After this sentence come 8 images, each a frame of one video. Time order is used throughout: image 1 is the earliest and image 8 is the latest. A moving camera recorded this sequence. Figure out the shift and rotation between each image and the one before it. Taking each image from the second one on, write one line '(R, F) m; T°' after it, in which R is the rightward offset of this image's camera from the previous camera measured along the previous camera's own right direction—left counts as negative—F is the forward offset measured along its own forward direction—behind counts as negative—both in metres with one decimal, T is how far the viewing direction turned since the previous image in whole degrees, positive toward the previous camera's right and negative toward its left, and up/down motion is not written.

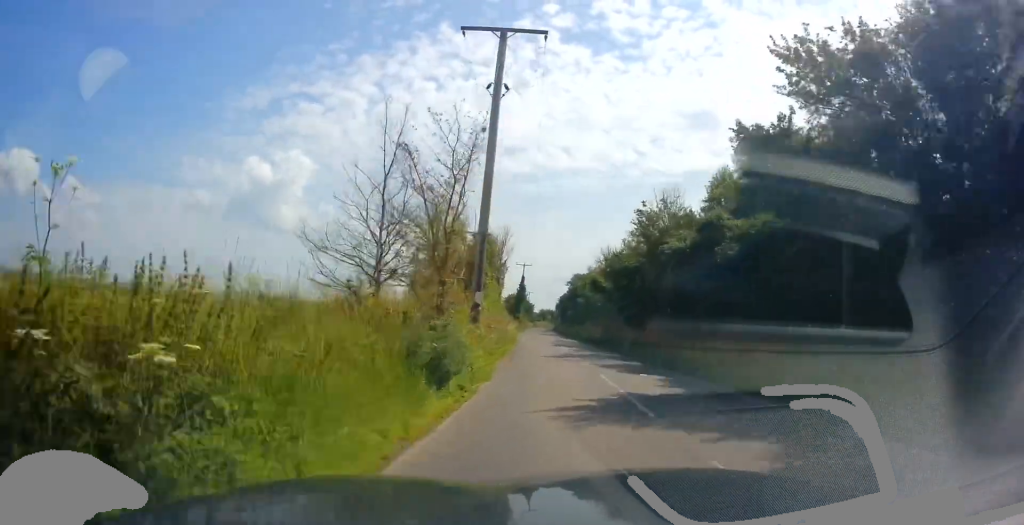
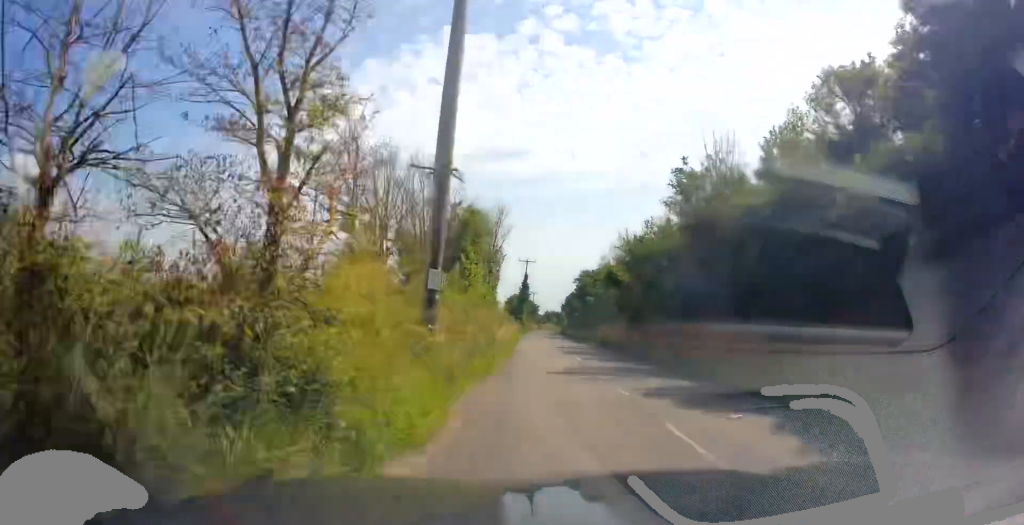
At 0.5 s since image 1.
(+0.2, +6.7) m; +1°
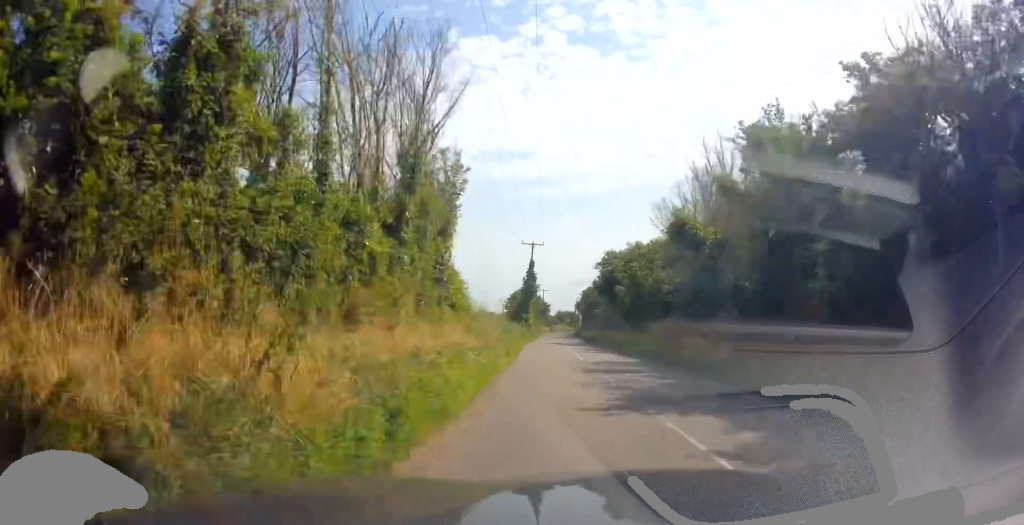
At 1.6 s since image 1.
(+0.4, +16.4) m; 0°
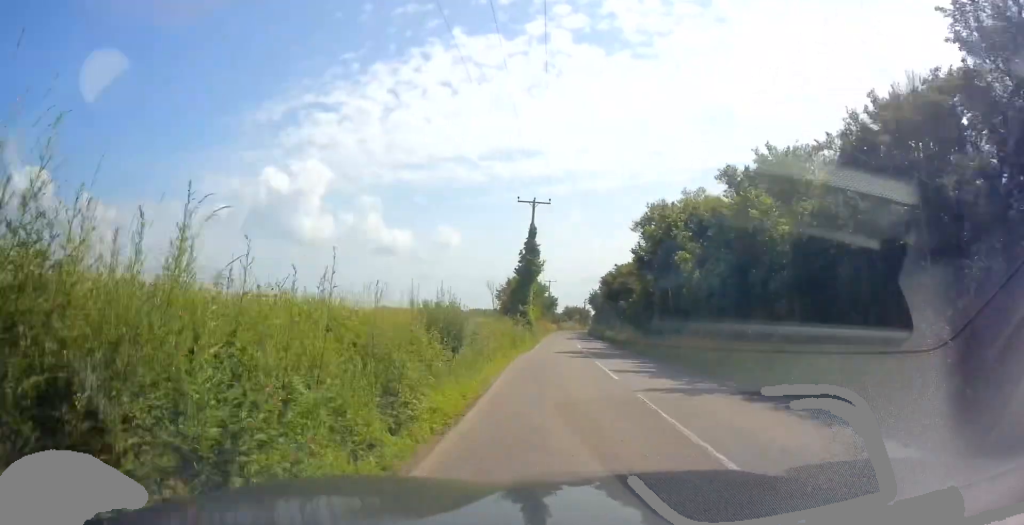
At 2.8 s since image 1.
(-0.5, +17.0) m; -1°
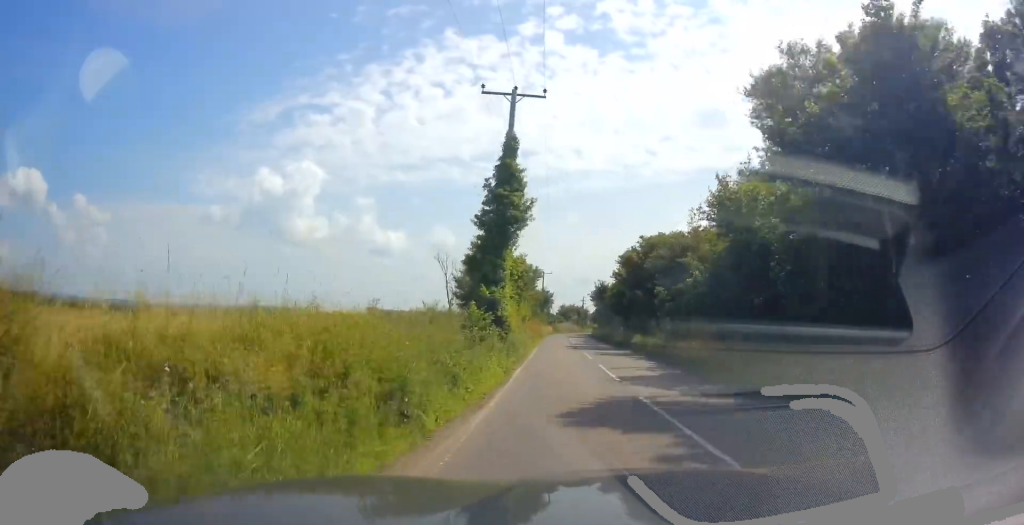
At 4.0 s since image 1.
(+0.3, +17.6) m; 0°
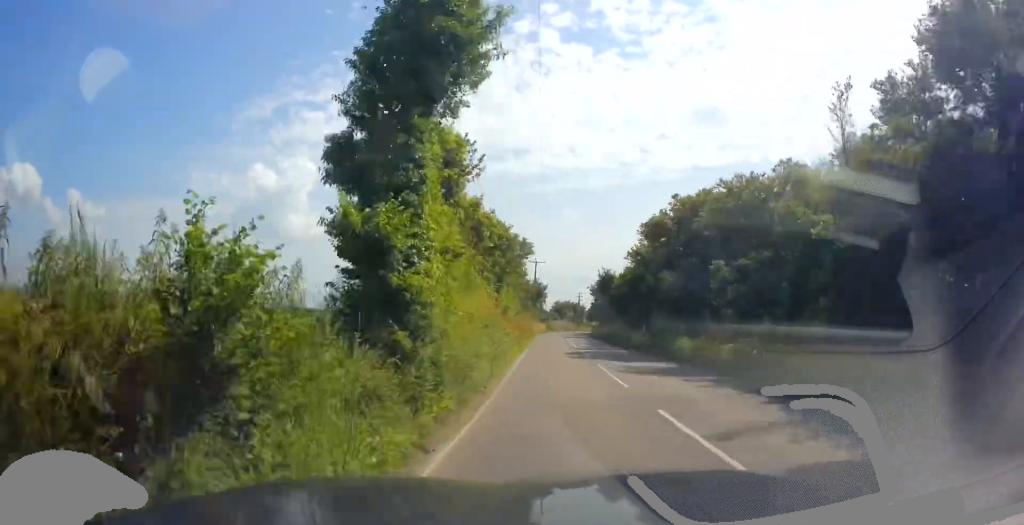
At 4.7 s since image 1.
(-0.3, +11.2) m; 0°
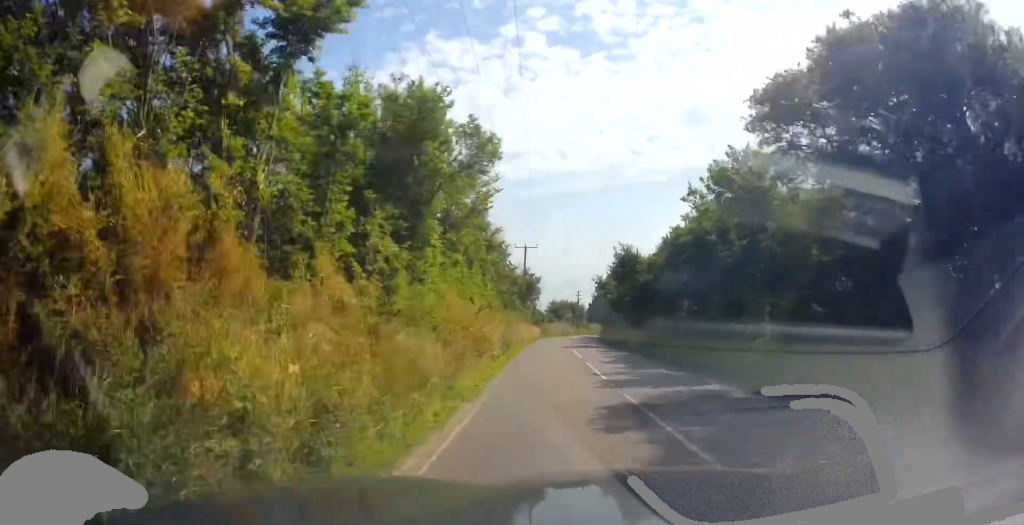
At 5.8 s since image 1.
(+0.2, +16.0) m; +2°
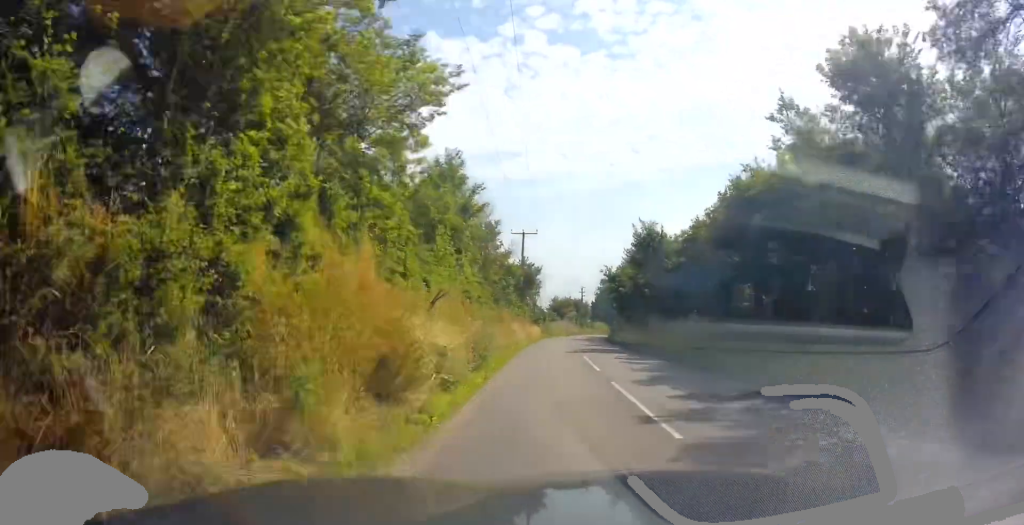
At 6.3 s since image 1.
(+0.1, +7.3) m; 0°
